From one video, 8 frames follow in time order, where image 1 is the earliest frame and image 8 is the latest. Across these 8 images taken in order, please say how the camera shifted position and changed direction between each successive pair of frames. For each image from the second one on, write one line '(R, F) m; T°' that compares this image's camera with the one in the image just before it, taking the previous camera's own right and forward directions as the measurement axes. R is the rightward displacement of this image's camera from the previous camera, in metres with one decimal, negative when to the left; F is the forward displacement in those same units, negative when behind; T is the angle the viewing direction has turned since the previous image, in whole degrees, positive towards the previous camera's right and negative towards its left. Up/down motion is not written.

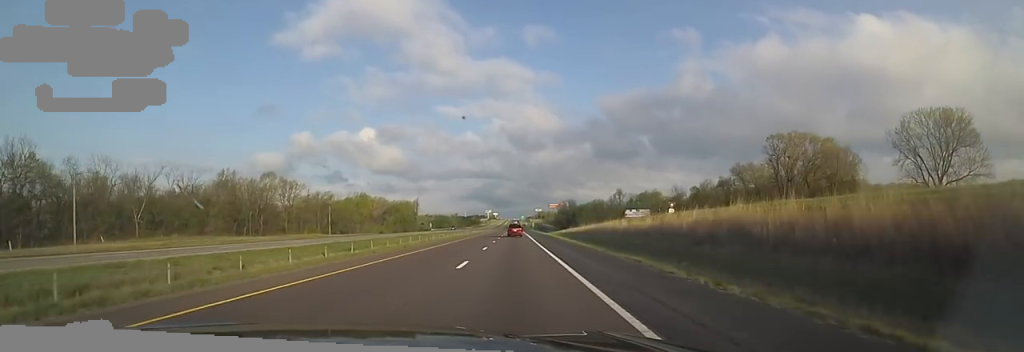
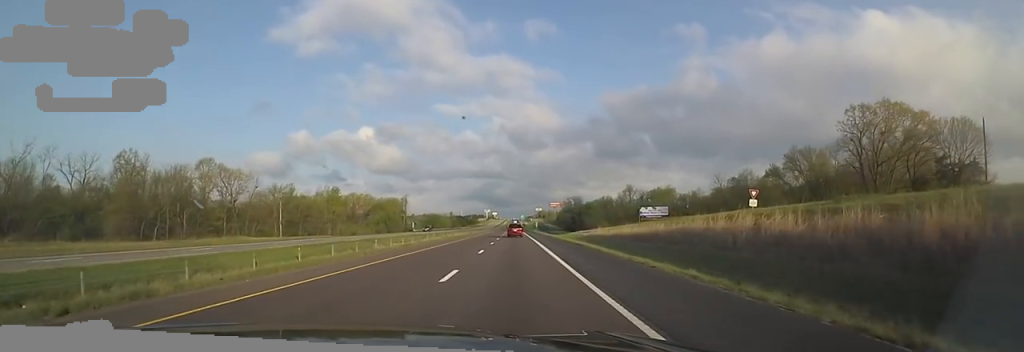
(0.0, +28.4) m; +1°
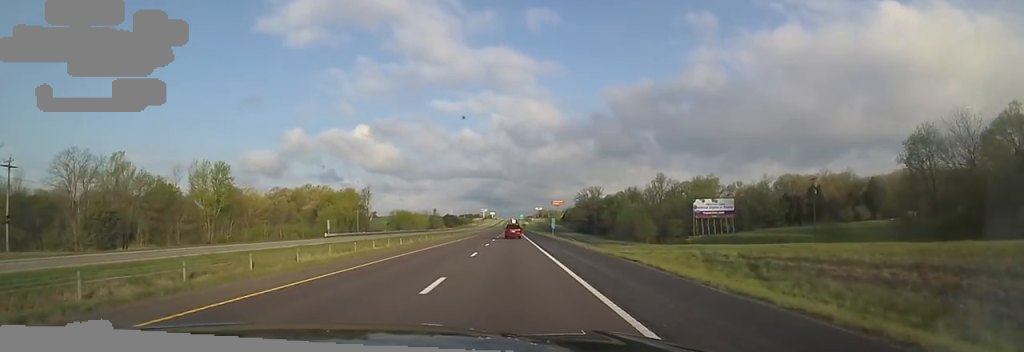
(+1.6, +64.1) m; +1°
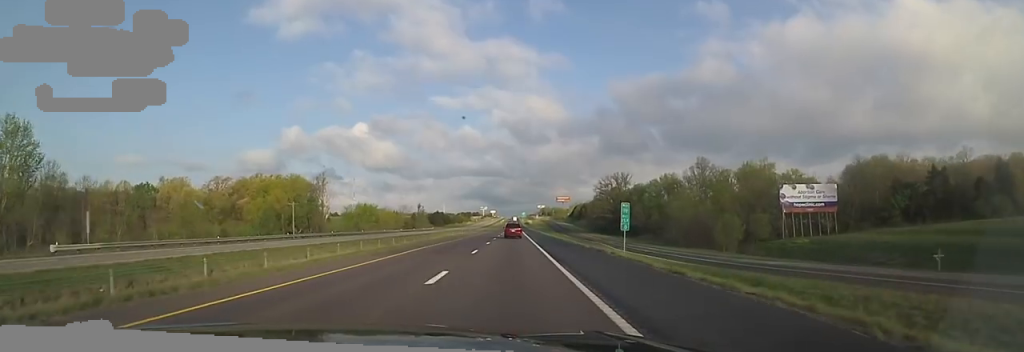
(-1.5, +47.3) m; -1°
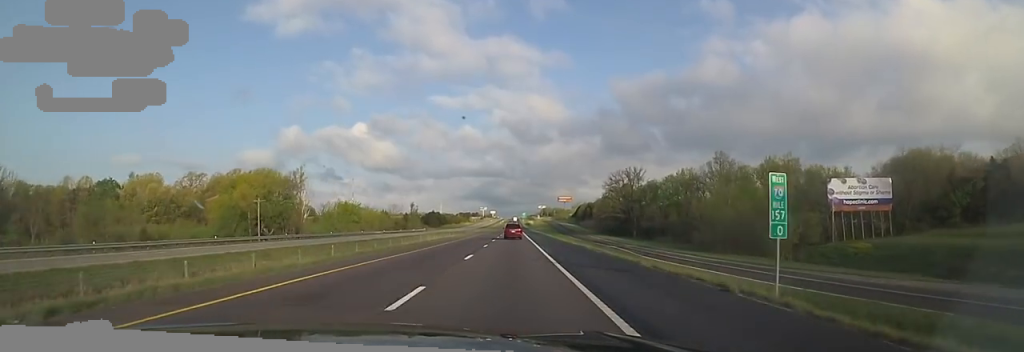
(+0.2, +15.7) m; 0°
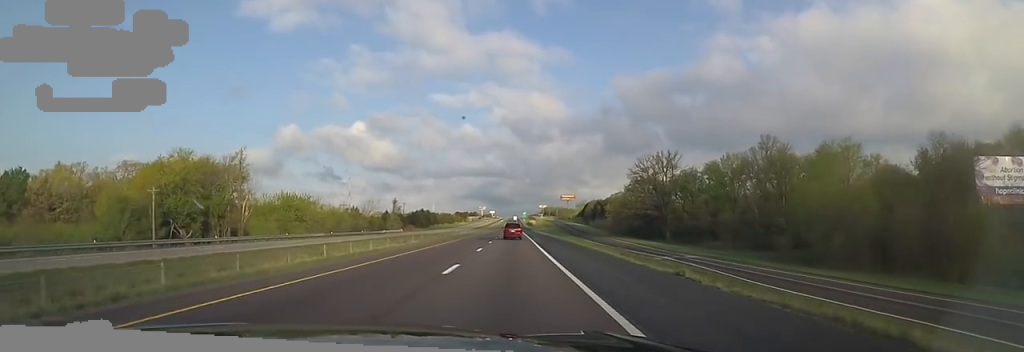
(+0.7, +30.3) m; 0°
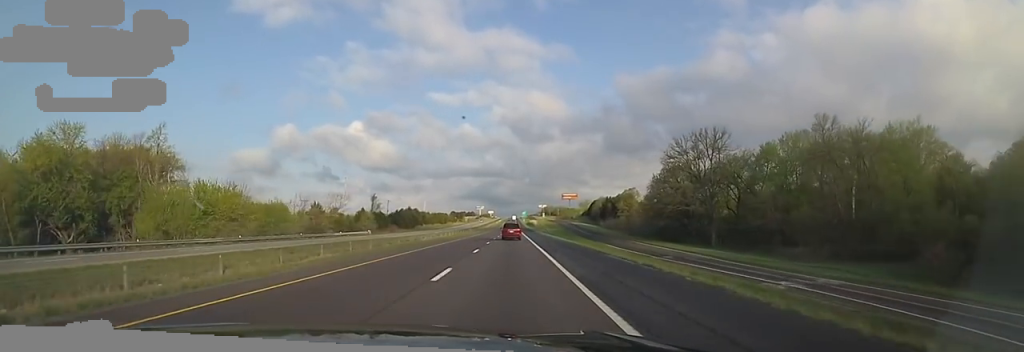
(-1.4, +25.8) m; 0°
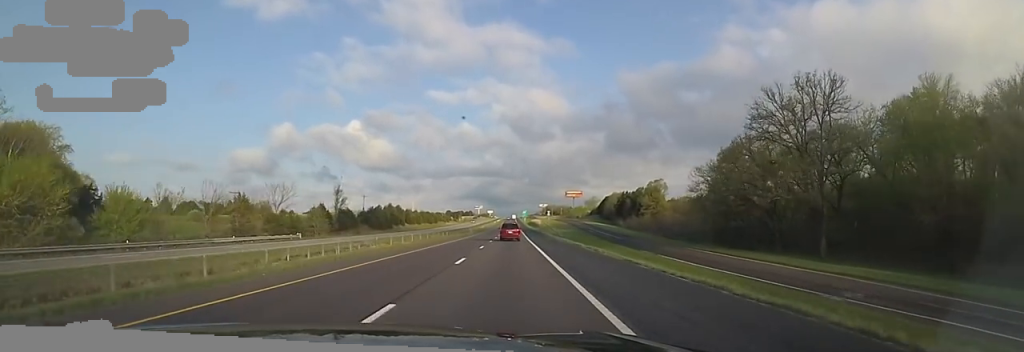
(+1.5, +31.1) m; +1°
